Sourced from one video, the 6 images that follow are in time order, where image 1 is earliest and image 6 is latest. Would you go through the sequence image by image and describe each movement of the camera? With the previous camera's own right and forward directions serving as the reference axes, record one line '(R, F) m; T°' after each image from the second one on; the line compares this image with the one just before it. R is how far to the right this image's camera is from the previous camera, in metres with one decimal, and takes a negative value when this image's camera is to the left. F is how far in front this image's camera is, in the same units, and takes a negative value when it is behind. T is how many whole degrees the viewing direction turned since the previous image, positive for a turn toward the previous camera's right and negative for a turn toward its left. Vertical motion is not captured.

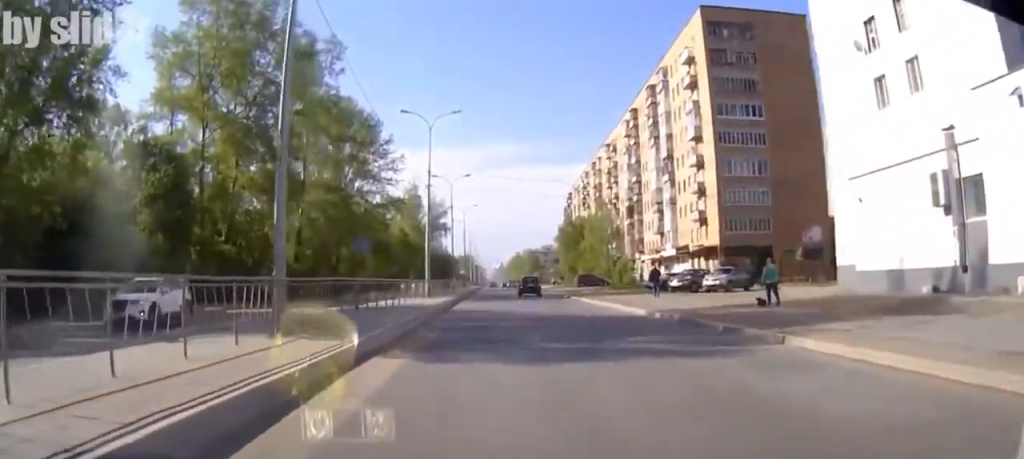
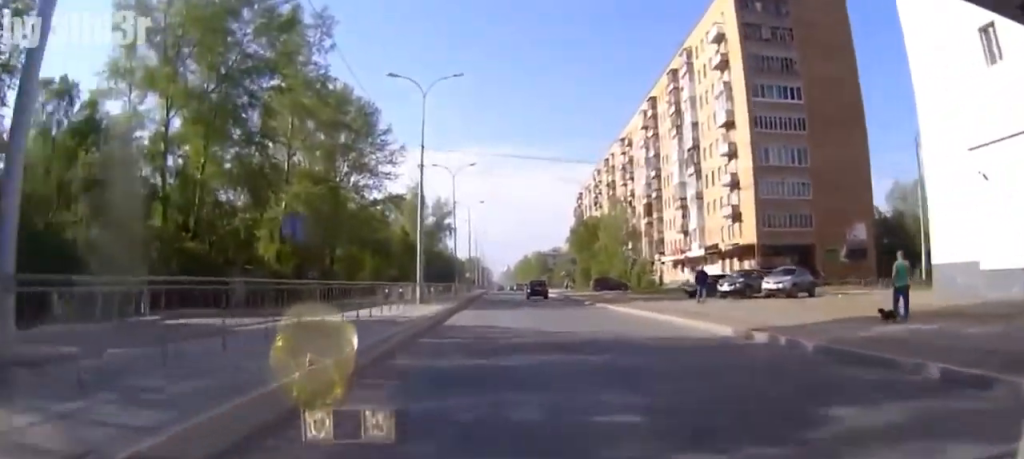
(0.0, +9.1) m; 0°
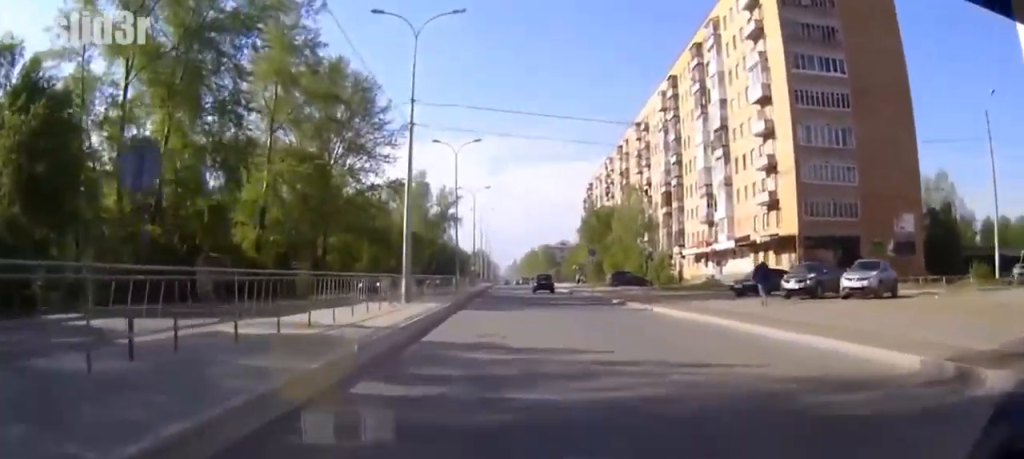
(0.0, +8.3) m; 0°
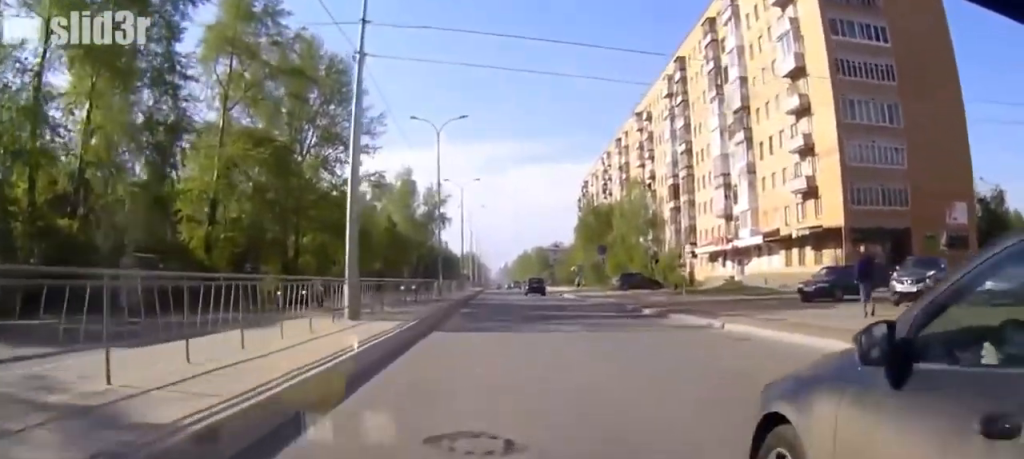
(0.0, +10.0) m; +1°
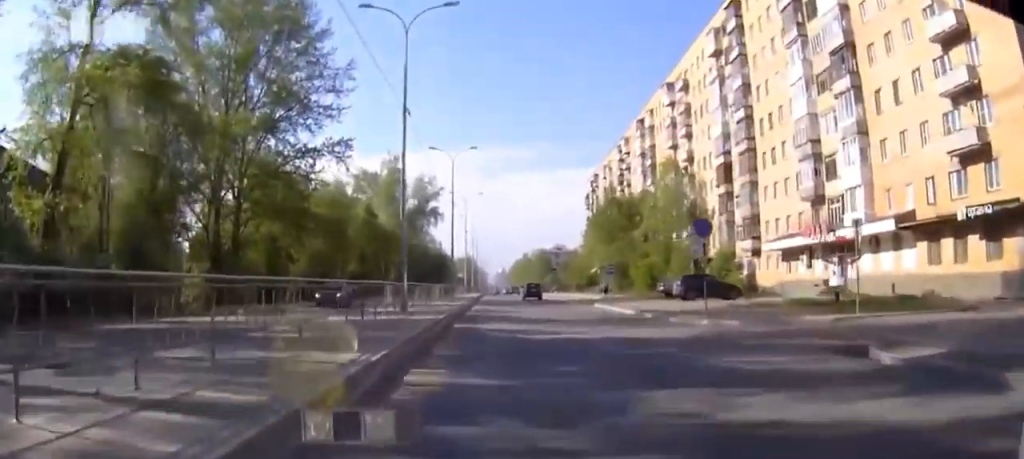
(+0.7, +21.4) m; +3°
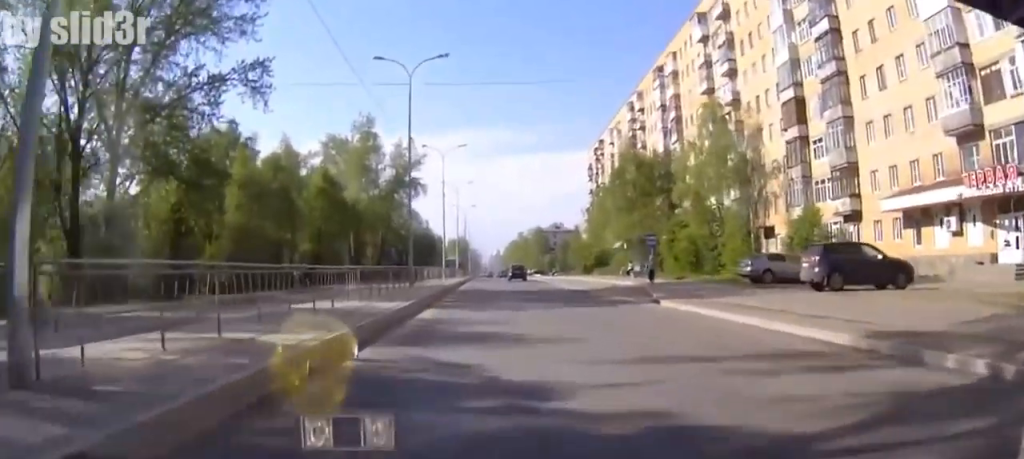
(-0.4, +18.8) m; -3°
